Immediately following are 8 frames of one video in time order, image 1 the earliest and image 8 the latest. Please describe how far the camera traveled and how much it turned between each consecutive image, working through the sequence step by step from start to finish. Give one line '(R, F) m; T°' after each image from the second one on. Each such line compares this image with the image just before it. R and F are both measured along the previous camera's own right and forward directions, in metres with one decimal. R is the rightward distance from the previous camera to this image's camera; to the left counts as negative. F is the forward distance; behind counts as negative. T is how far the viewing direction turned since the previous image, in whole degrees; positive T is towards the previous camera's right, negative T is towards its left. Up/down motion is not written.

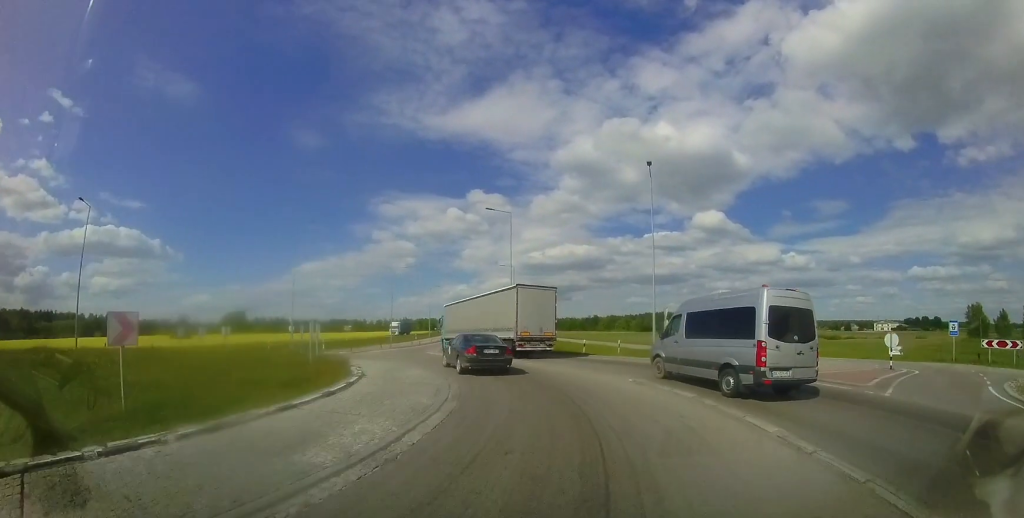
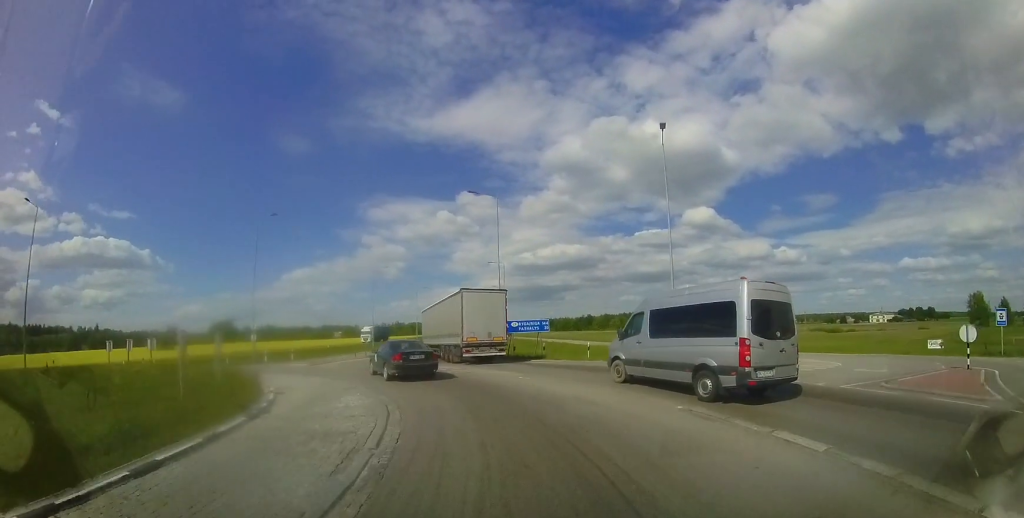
(+0.2, +4.4) m; +4°
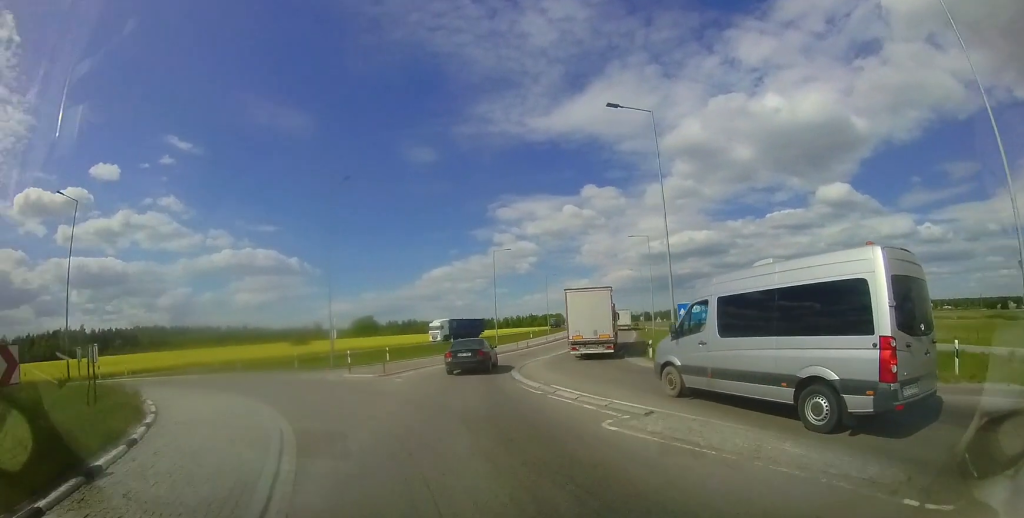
(+0.1, +10.1) m; -6°
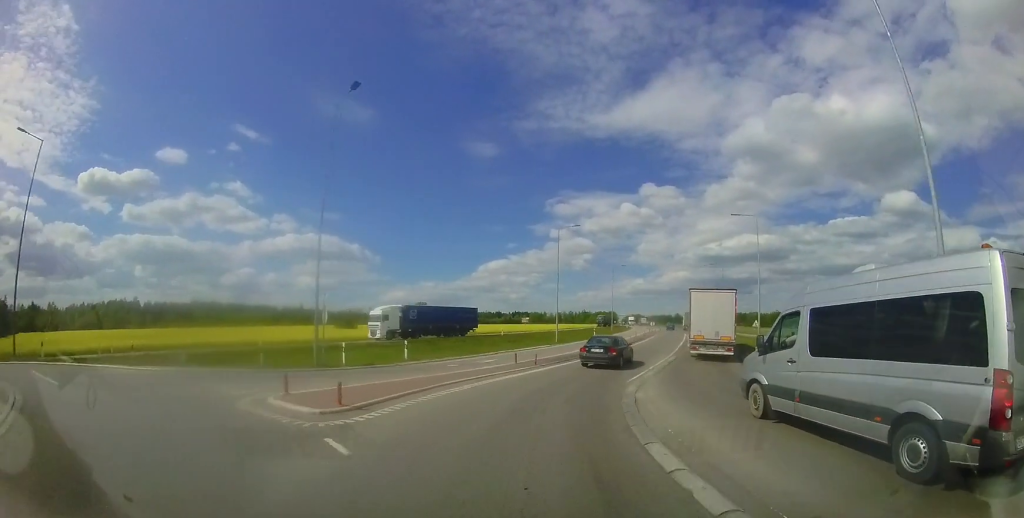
(-0.8, +8.6) m; -4°
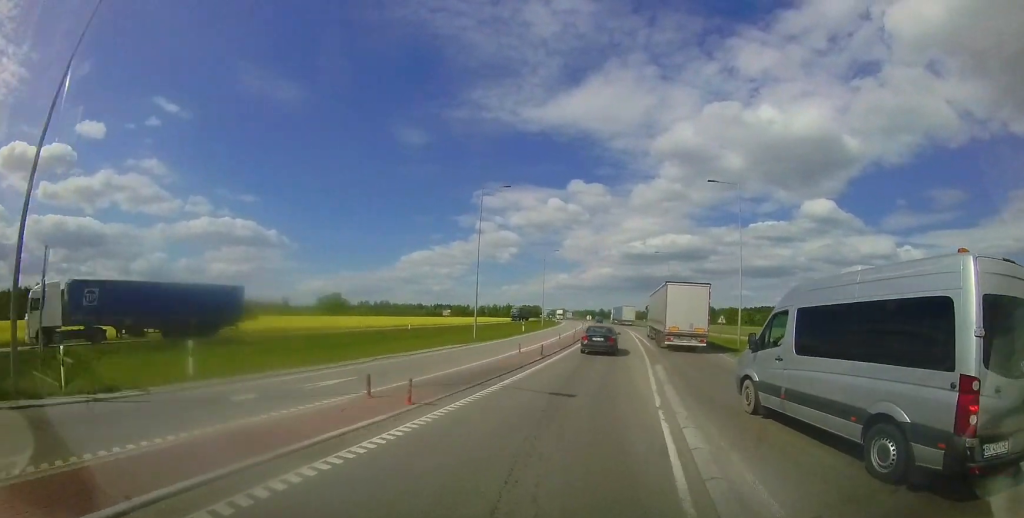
(+0.2, +7.9) m; +3°
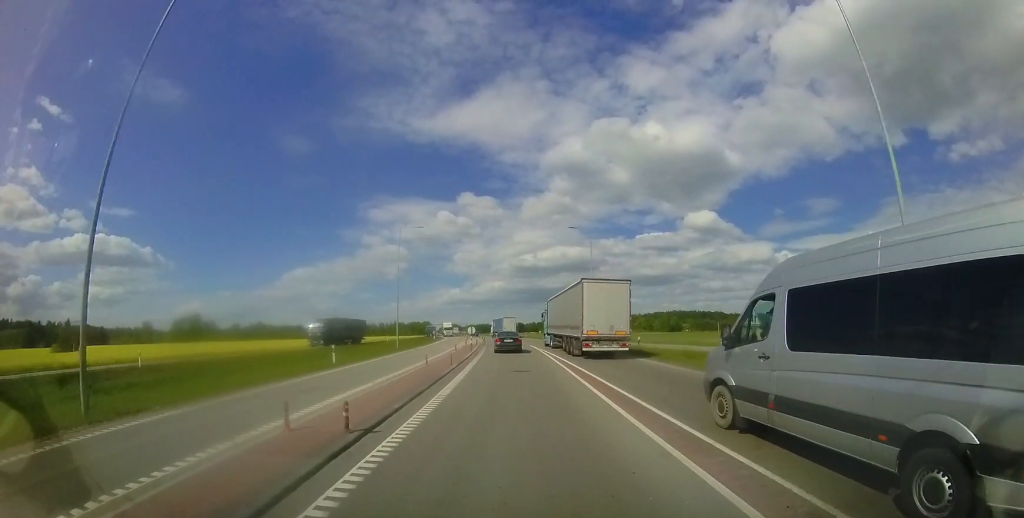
(+1.7, +18.0) m; +12°
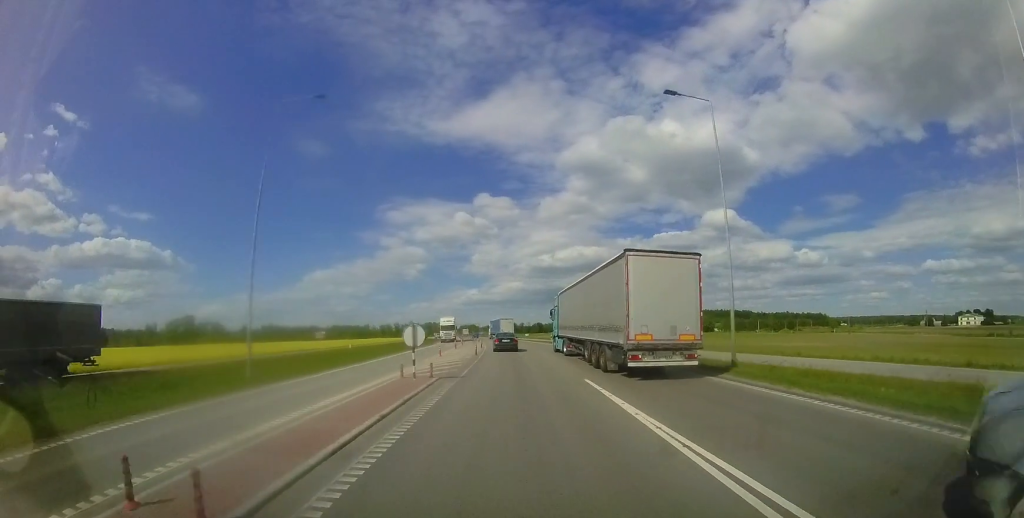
(+1.0, +20.5) m; +1°
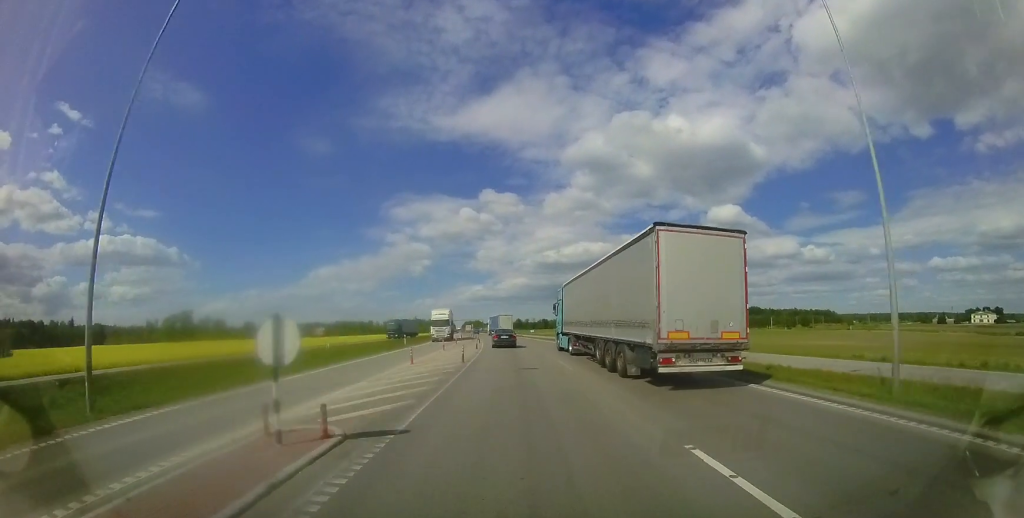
(0.0, +6.2) m; -1°
